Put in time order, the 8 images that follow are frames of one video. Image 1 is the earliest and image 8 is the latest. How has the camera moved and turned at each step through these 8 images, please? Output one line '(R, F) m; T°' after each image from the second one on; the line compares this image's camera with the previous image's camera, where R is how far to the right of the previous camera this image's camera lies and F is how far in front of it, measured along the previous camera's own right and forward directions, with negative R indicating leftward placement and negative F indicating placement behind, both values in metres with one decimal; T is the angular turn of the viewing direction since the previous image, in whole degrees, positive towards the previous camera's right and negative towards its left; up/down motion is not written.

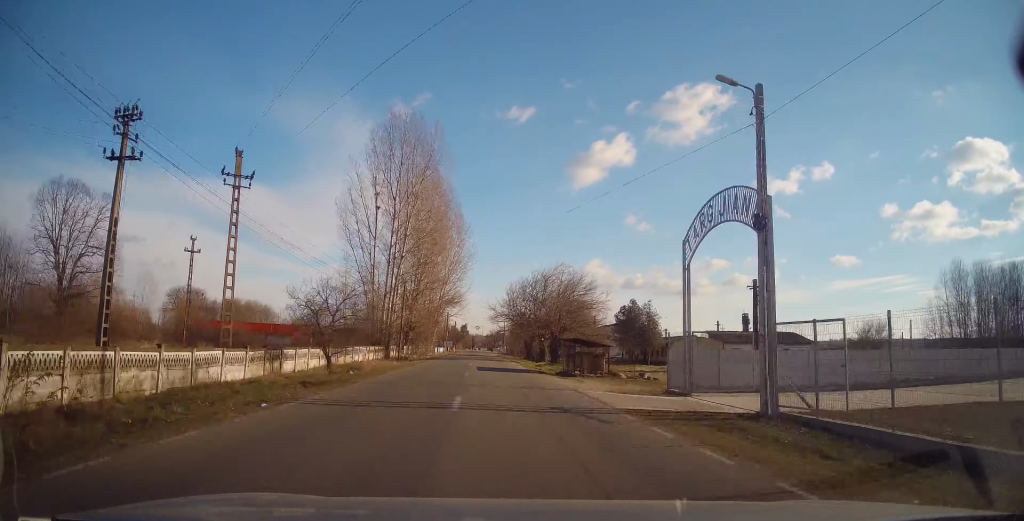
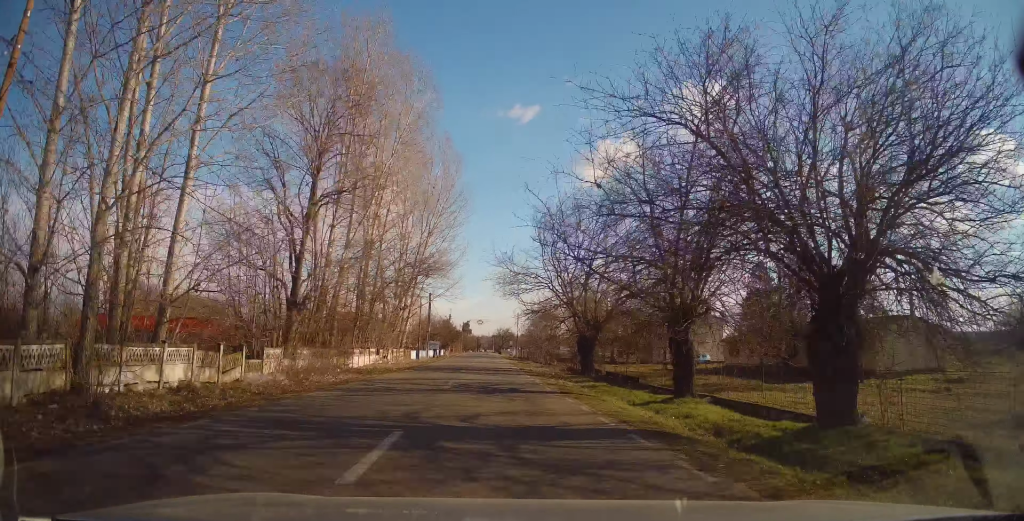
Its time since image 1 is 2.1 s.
(0.0, +40.8) m; -1°
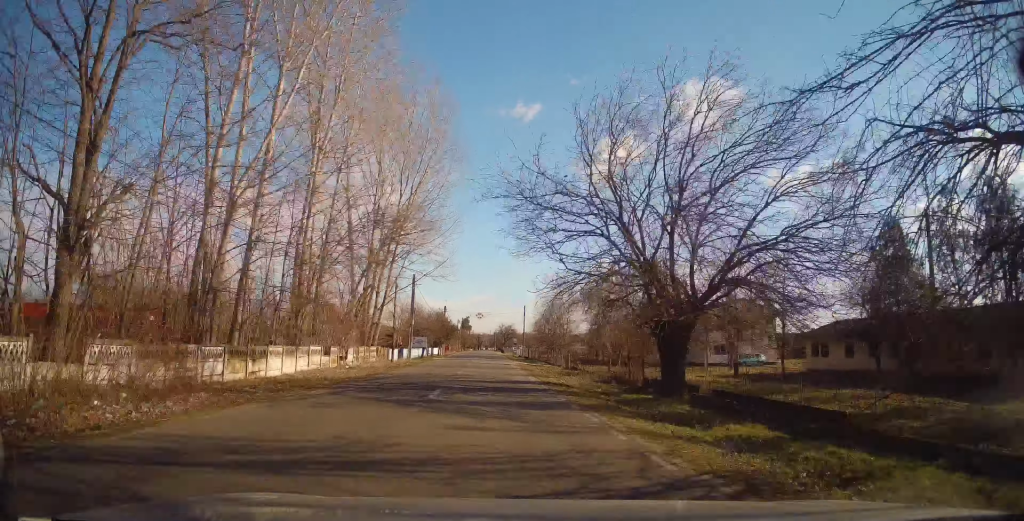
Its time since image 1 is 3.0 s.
(+0.1, +15.8) m; 0°
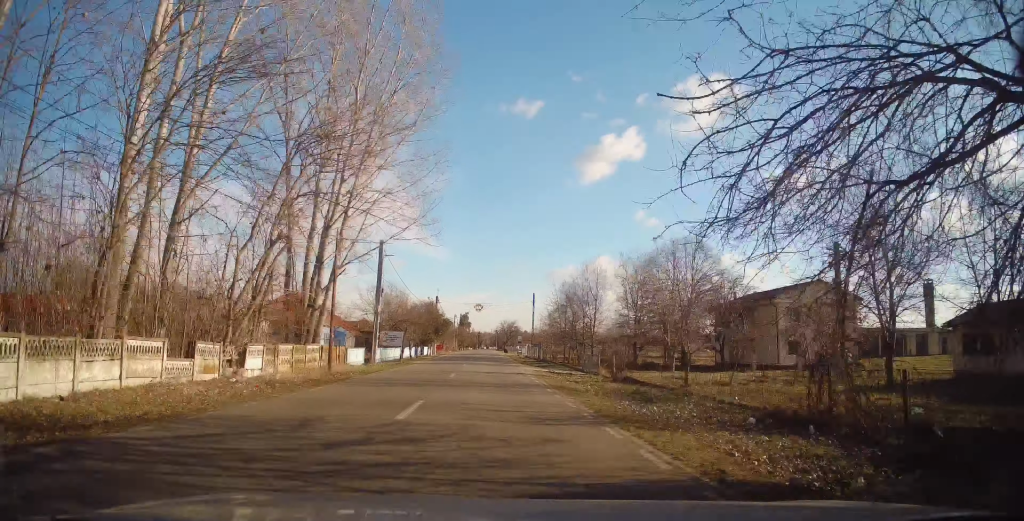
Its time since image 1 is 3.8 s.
(+0.2, +15.4) m; +1°
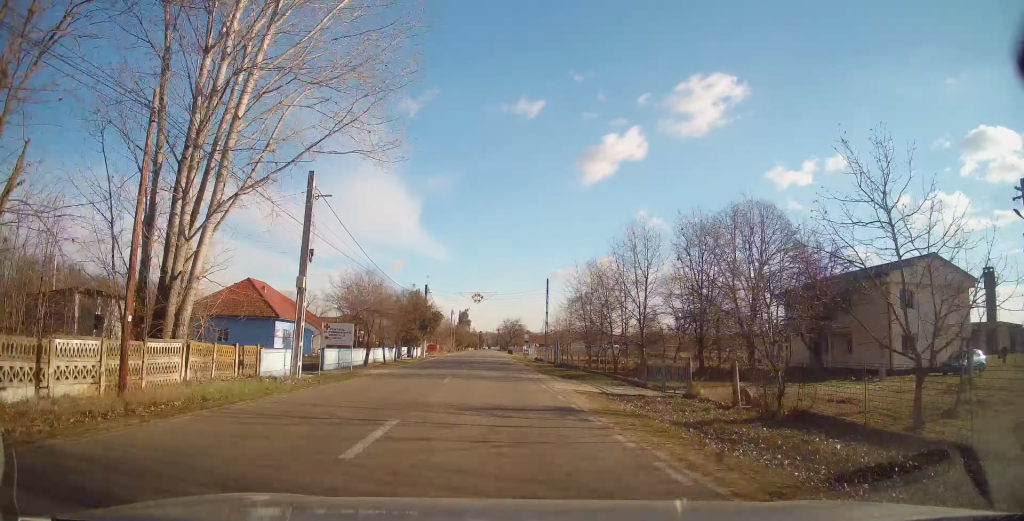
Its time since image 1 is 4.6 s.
(0.0, +14.9) m; 0°
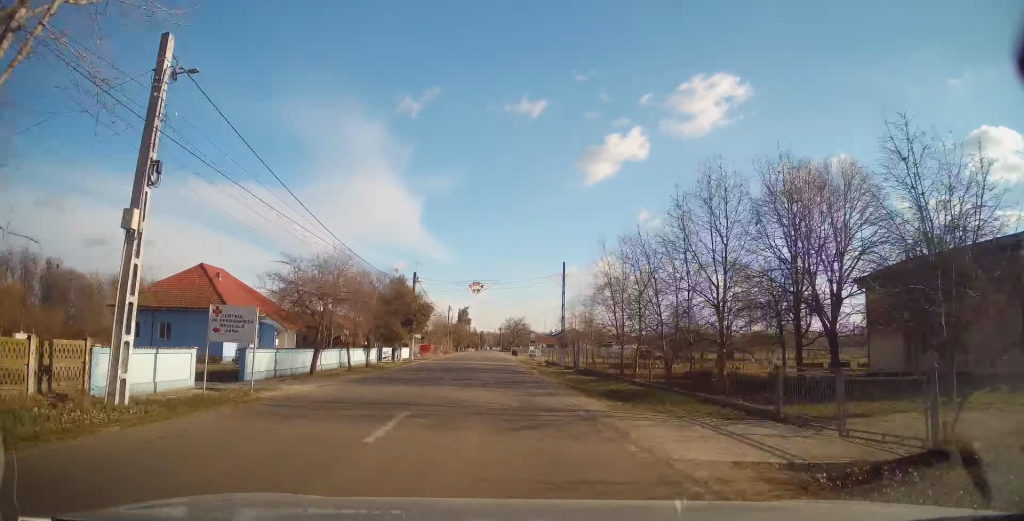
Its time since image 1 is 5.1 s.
(+0.1, +10.6) m; -1°
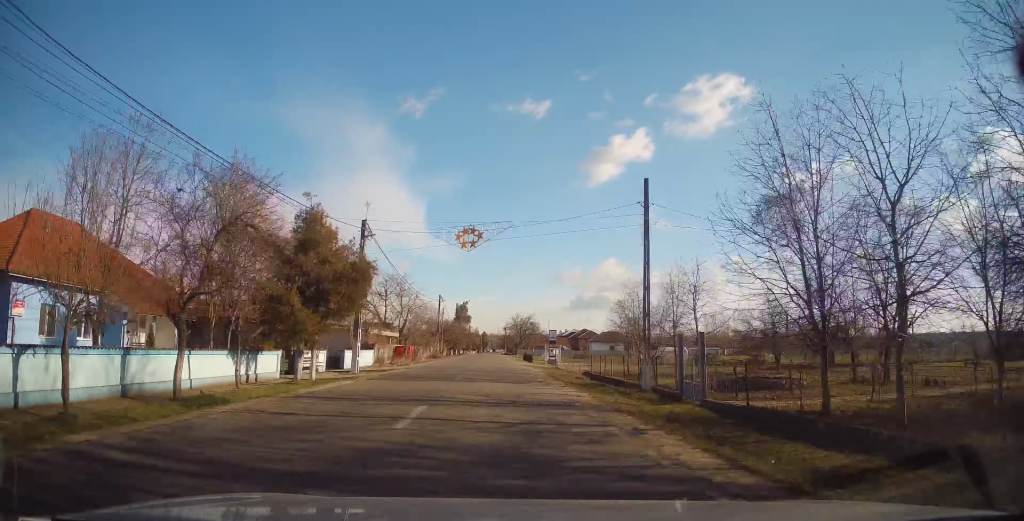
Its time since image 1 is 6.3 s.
(-0.5, +22.0) m; 0°
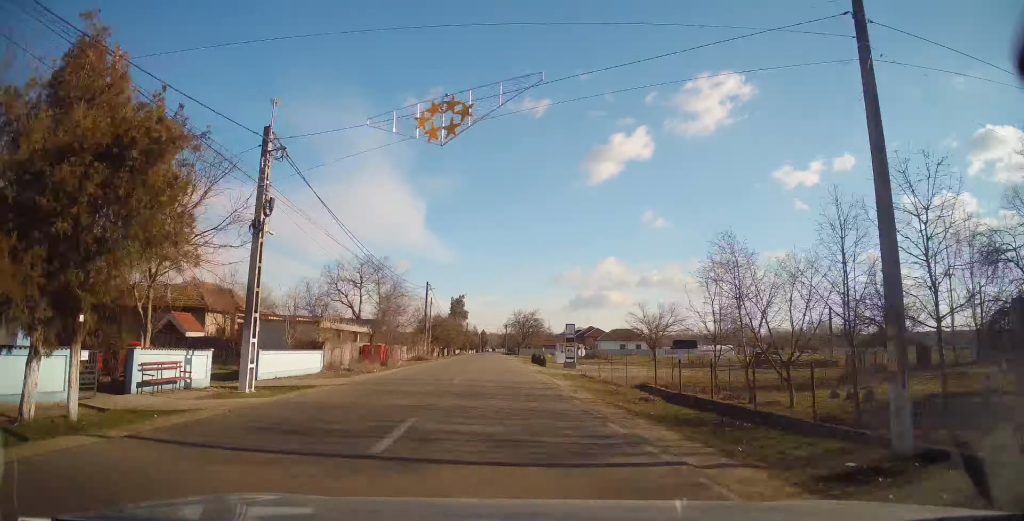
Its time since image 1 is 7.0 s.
(+0.2, +13.8) m; +1°
